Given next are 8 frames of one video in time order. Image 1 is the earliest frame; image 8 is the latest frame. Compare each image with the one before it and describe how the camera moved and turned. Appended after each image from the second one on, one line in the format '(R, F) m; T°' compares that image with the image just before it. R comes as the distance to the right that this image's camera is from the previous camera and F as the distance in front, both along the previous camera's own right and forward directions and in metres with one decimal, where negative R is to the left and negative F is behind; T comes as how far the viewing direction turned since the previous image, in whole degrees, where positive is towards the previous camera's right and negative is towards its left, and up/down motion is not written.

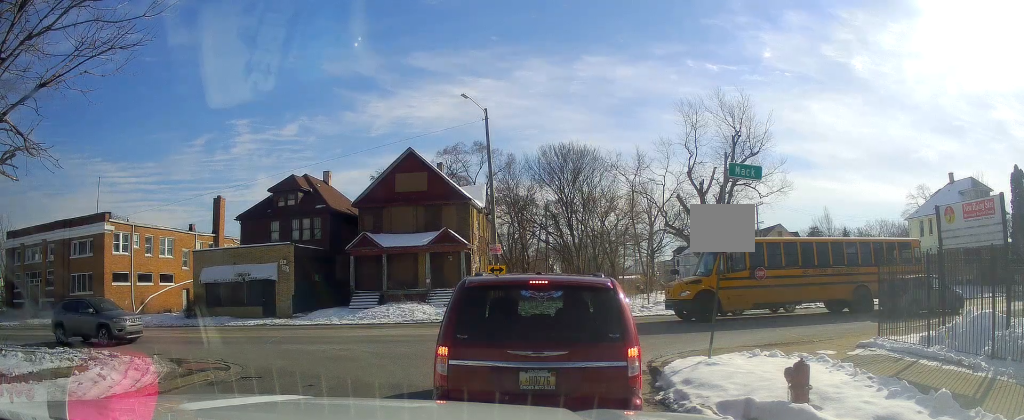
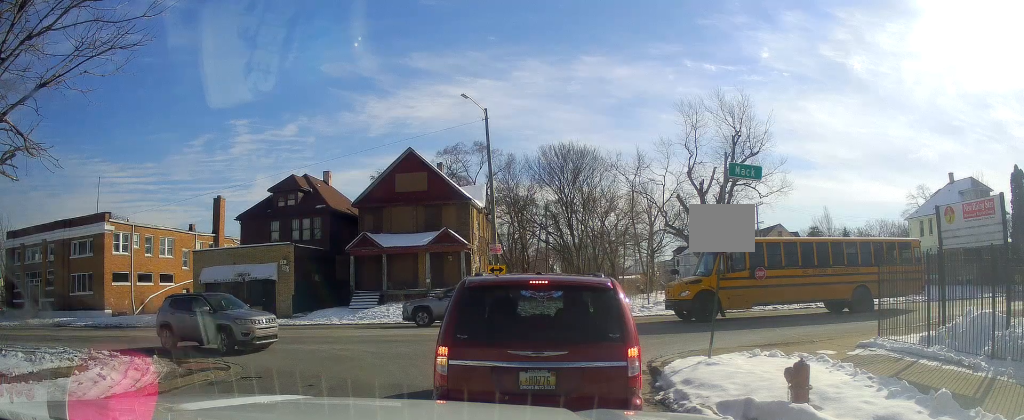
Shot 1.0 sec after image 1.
(0.0, 0.0) m; 0°
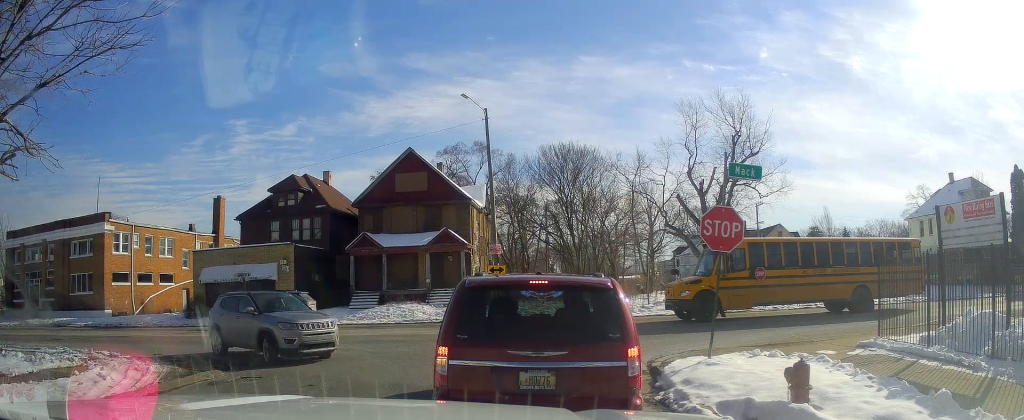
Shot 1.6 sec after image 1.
(0.0, 0.0) m; 0°
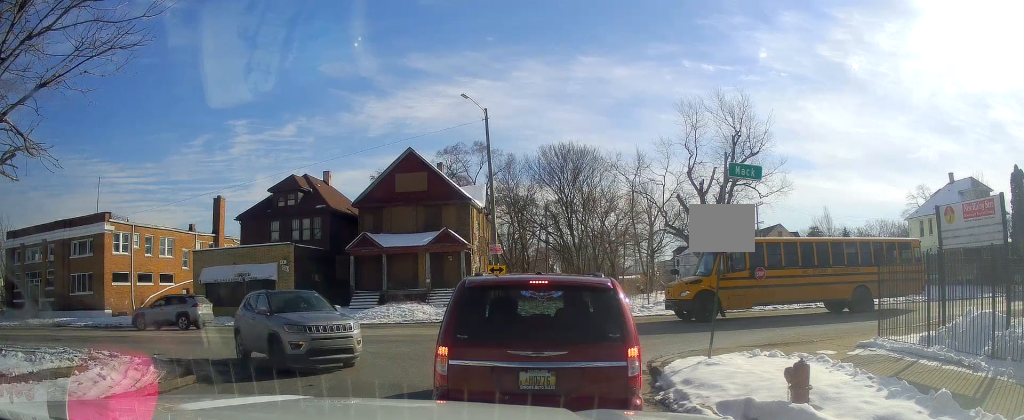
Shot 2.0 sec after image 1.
(0.0, 0.0) m; 0°
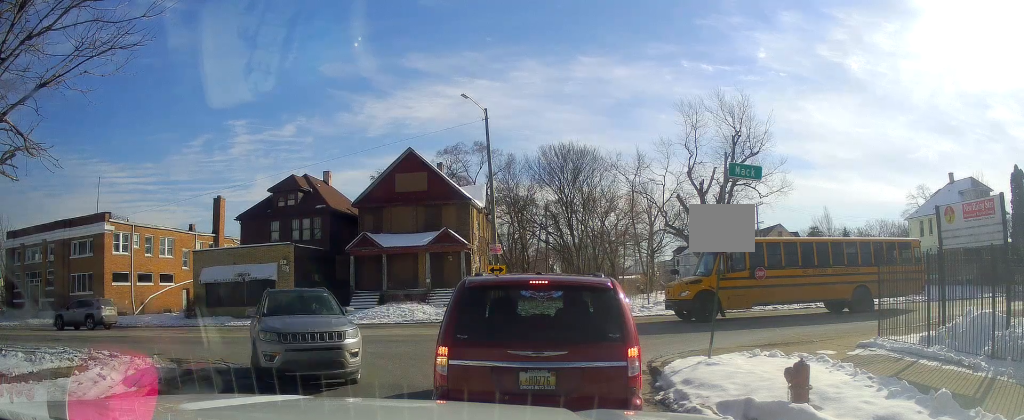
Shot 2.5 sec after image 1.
(0.0, 0.0) m; 0°
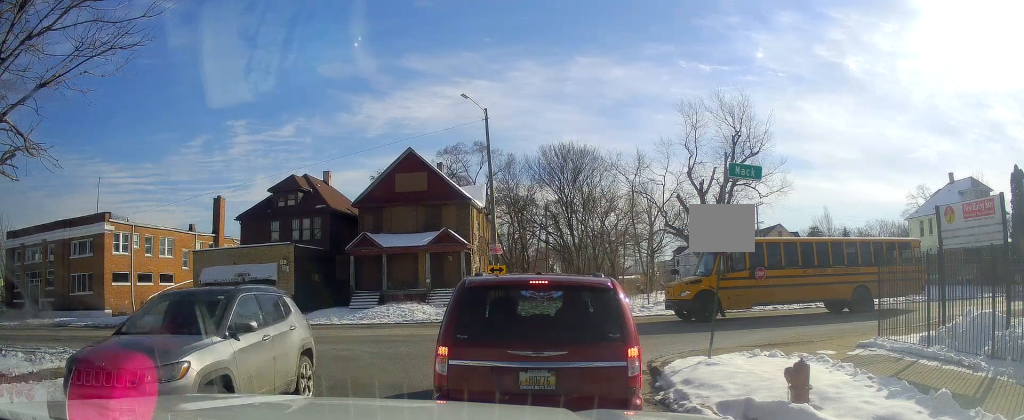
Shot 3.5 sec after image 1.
(0.0, 0.0) m; 0°
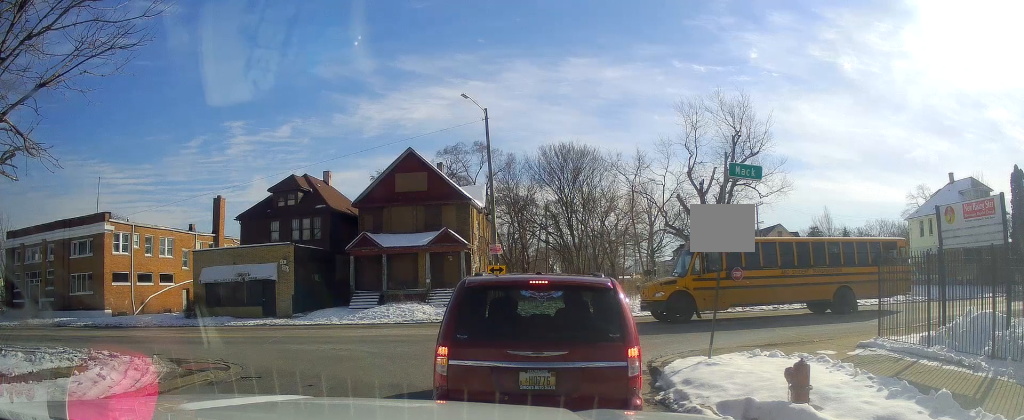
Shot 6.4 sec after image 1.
(0.0, 0.0) m; 0°
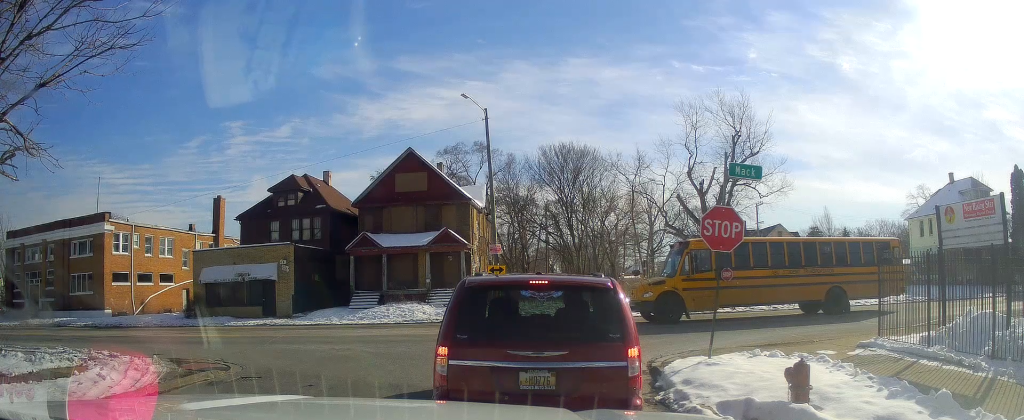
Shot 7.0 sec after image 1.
(0.0, 0.0) m; 0°
